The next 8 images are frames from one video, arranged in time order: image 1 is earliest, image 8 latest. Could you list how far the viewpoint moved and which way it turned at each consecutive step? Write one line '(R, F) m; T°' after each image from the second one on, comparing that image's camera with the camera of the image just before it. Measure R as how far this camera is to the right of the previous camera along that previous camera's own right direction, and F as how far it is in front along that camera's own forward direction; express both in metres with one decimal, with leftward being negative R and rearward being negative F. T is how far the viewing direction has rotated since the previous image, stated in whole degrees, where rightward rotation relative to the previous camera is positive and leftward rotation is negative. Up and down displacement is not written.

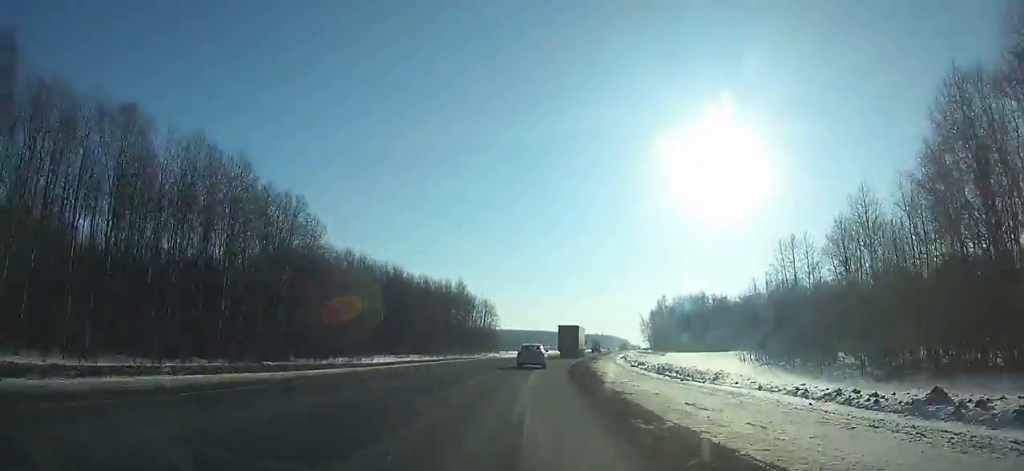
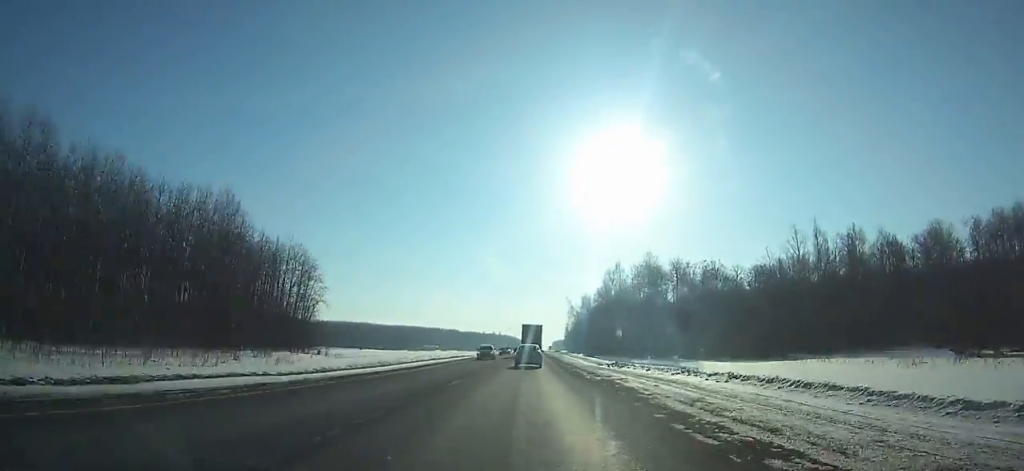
(+6.8, +92.8) m; +7°
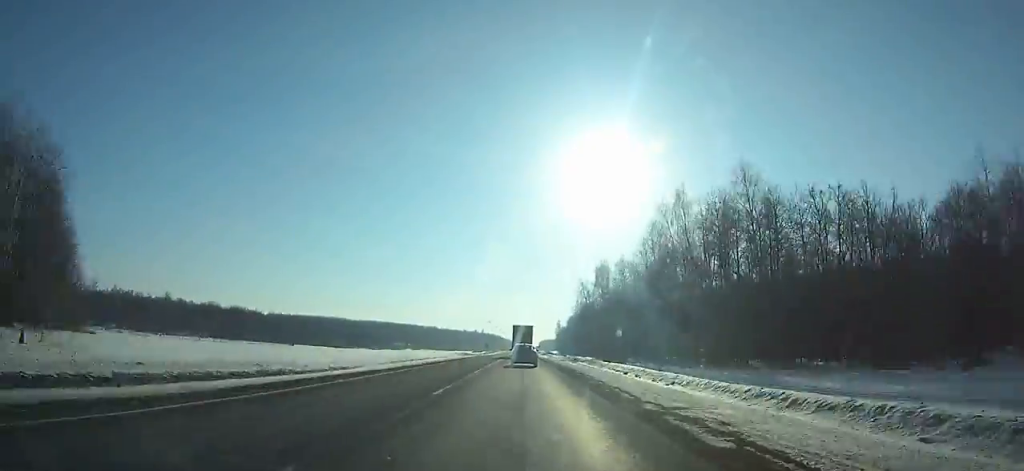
(+1.2, +63.1) m; +1°
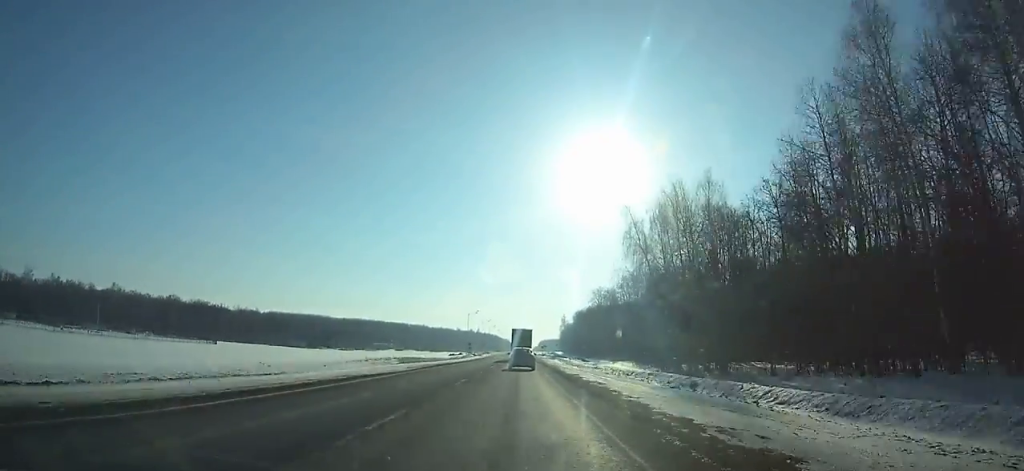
(0.0, +53.4) m; 0°
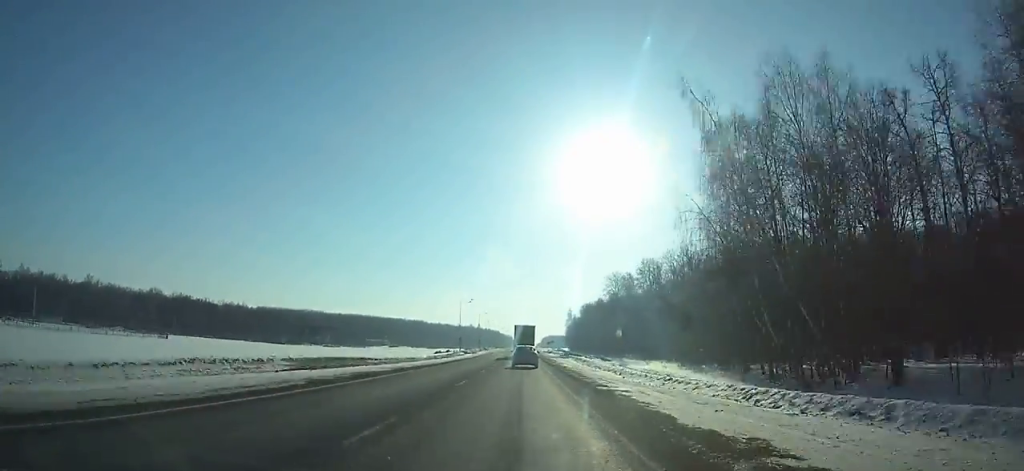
(0.0, +24.6) m; 0°
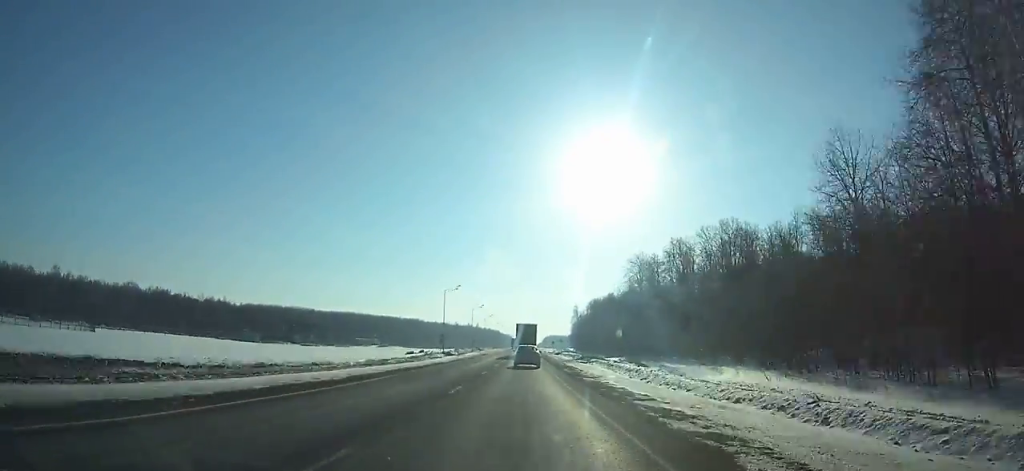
(0.0, +26.8) m; 0°
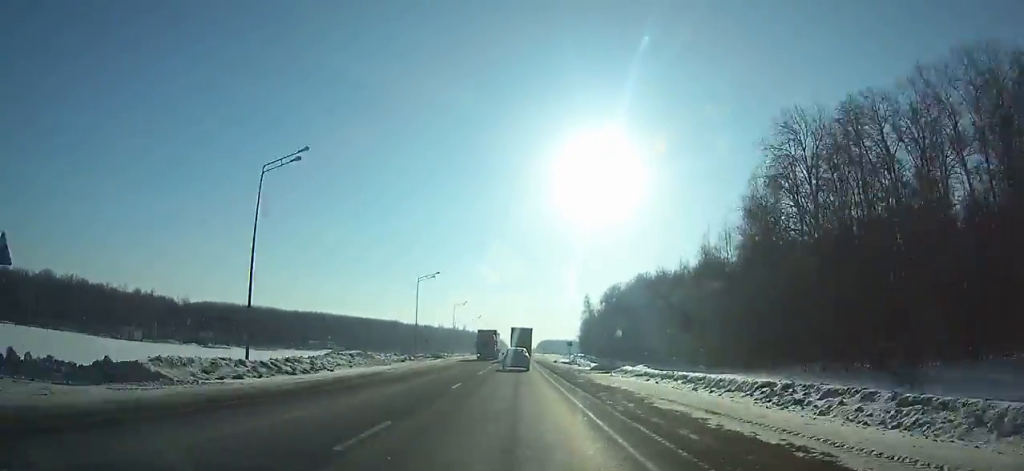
(+0.2, +68.2) m; 0°
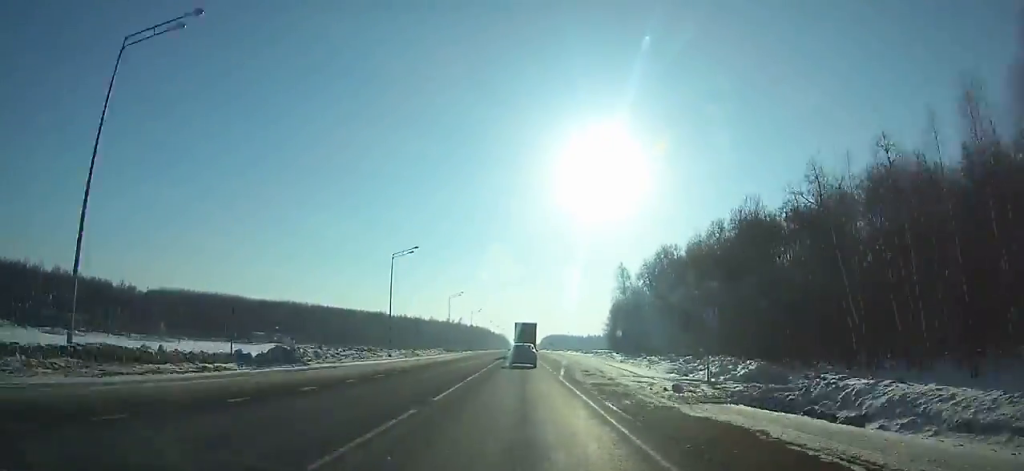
(0.0, +59.9) m; 0°
